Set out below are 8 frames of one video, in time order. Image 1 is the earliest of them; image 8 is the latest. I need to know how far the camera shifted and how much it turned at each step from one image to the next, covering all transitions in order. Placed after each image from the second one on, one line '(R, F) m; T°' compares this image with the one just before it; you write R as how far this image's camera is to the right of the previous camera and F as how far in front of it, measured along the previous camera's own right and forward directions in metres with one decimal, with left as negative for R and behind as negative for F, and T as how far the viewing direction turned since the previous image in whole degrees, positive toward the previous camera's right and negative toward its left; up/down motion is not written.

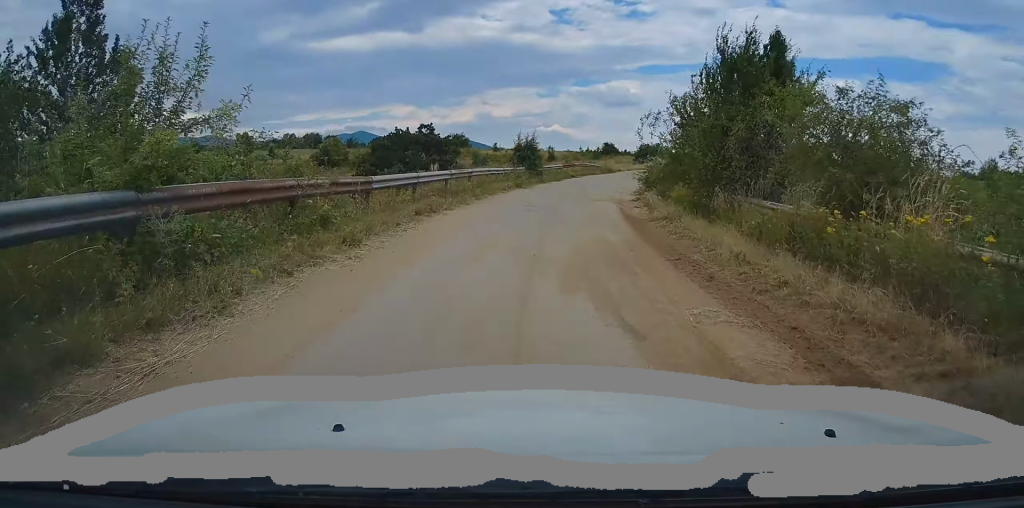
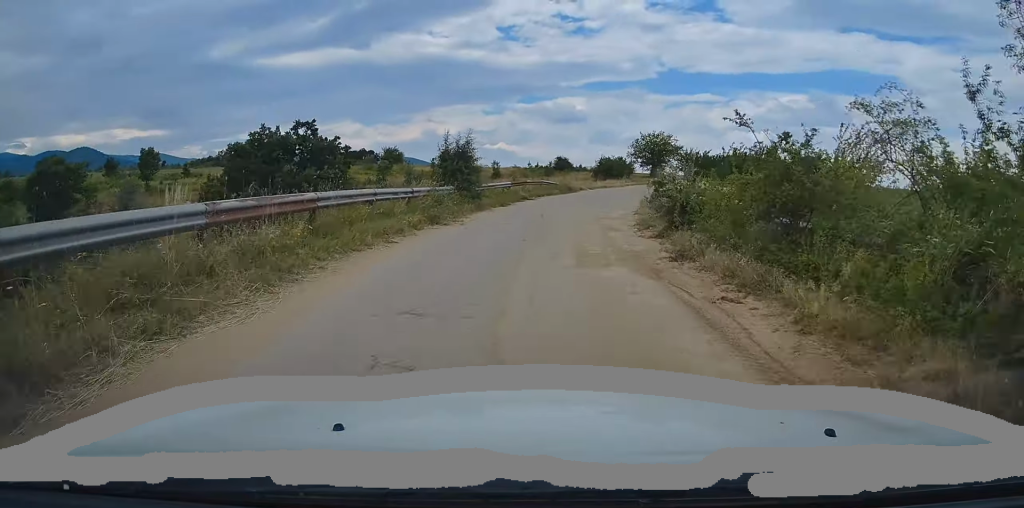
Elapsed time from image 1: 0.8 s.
(+0.1, +13.2) m; +3°
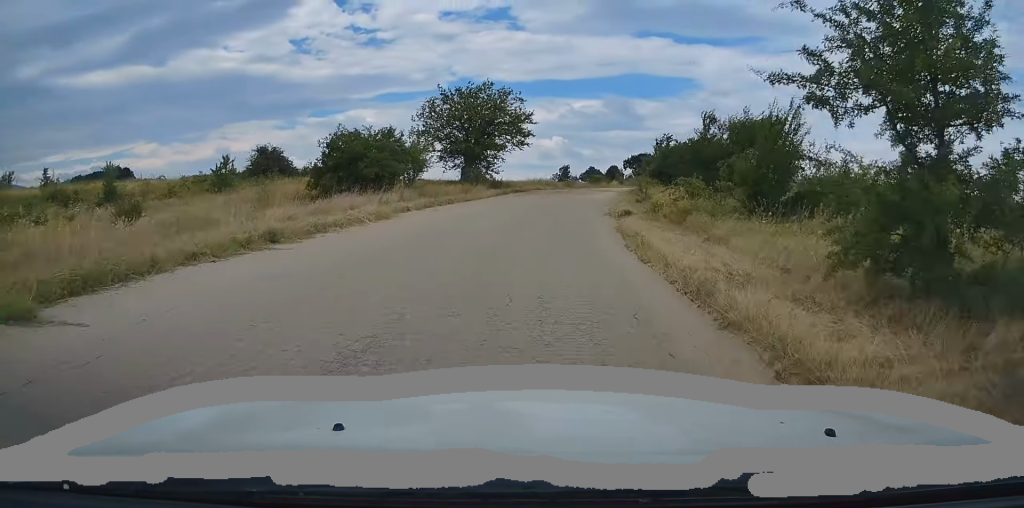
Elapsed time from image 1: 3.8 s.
(+9.4, +49.7) m; +19°
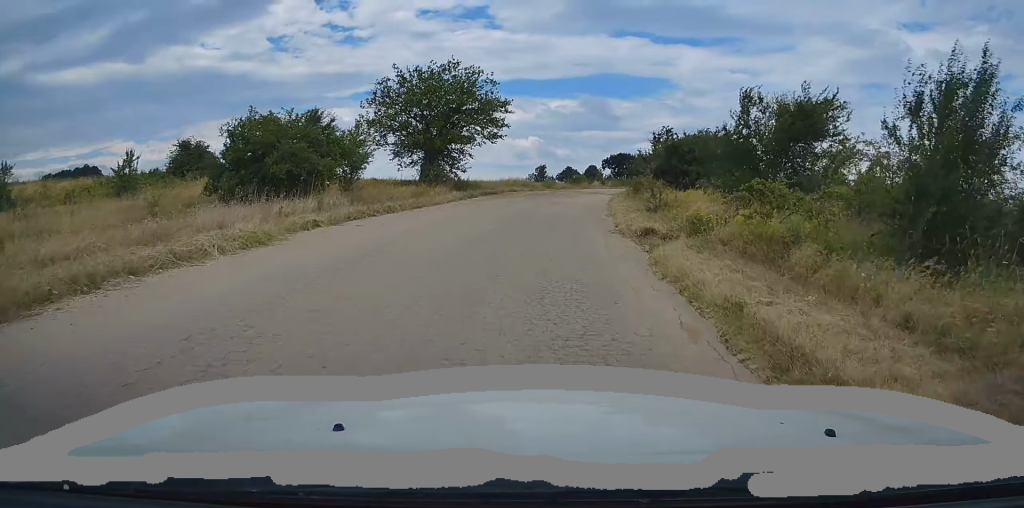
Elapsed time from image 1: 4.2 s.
(+0.1, +7.3) m; +2°
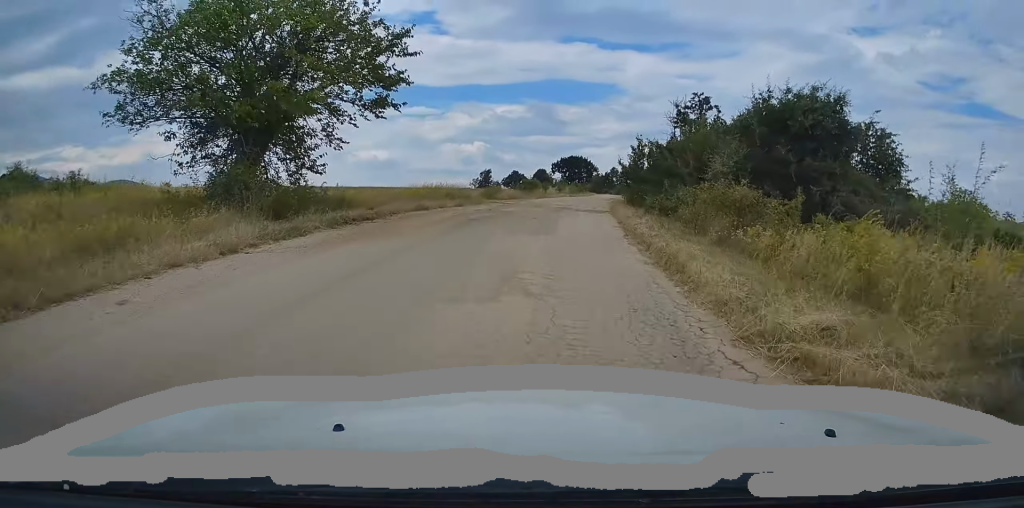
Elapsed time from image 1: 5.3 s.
(+0.6, +17.9) m; +5°
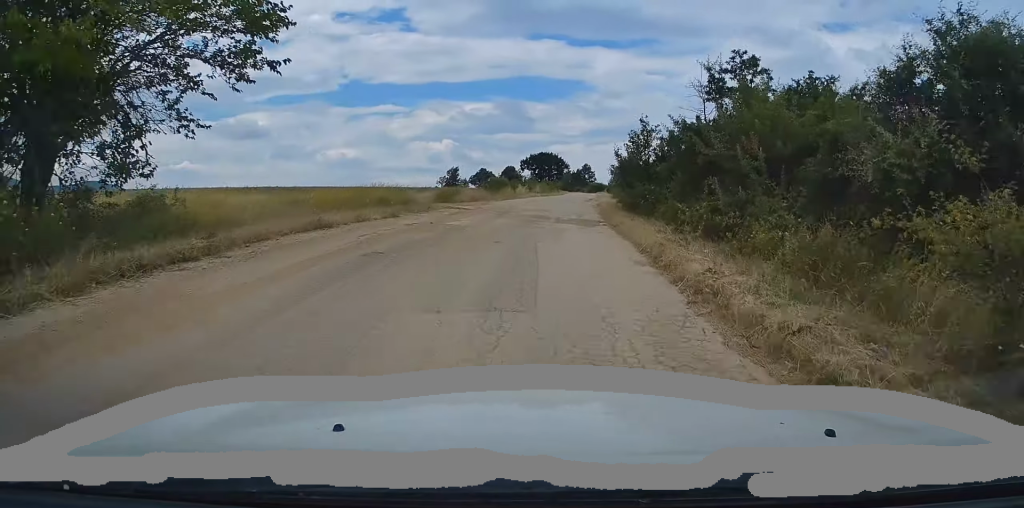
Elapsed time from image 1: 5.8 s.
(+0.3, +7.7) m; +3°
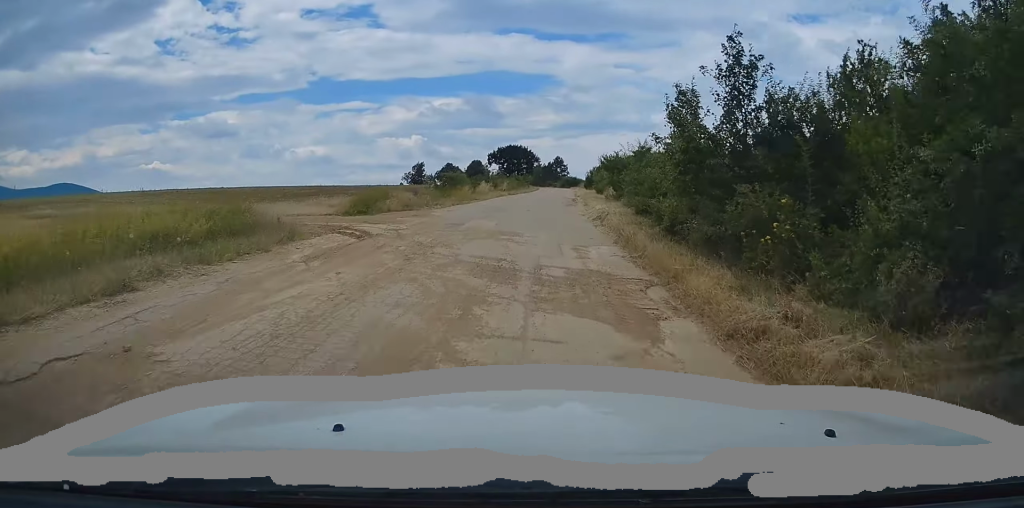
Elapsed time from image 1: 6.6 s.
(+0.4, +11.6) m; +2°
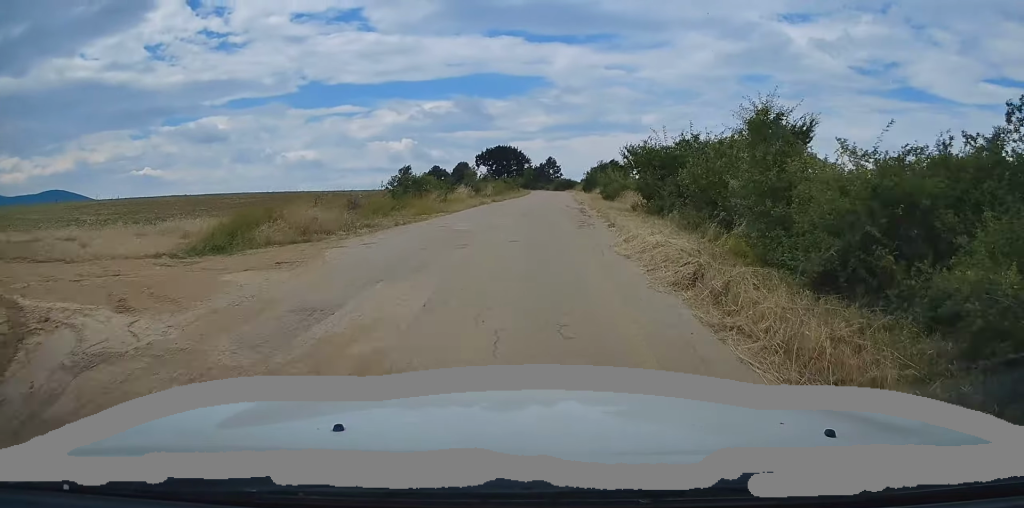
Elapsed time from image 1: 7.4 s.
(+0.1, +10.6) m; +1°
